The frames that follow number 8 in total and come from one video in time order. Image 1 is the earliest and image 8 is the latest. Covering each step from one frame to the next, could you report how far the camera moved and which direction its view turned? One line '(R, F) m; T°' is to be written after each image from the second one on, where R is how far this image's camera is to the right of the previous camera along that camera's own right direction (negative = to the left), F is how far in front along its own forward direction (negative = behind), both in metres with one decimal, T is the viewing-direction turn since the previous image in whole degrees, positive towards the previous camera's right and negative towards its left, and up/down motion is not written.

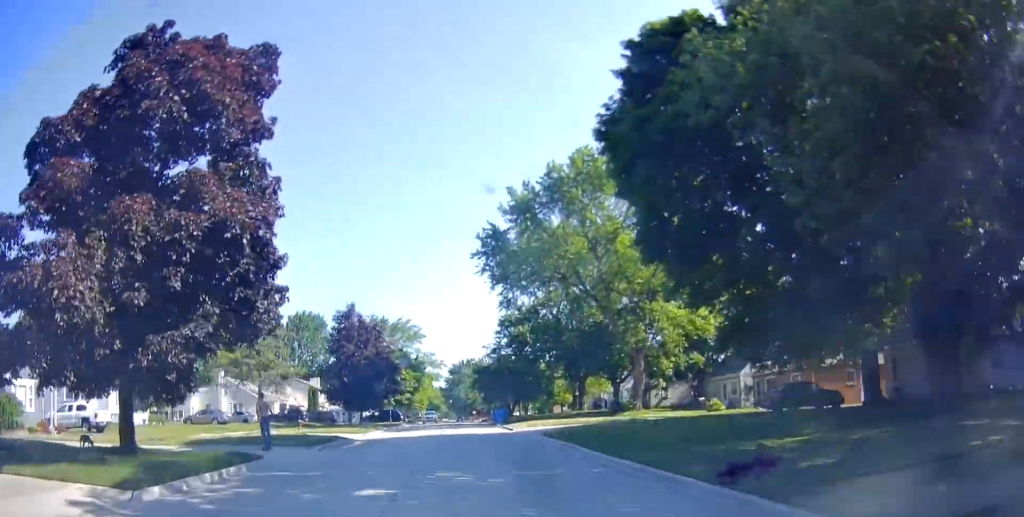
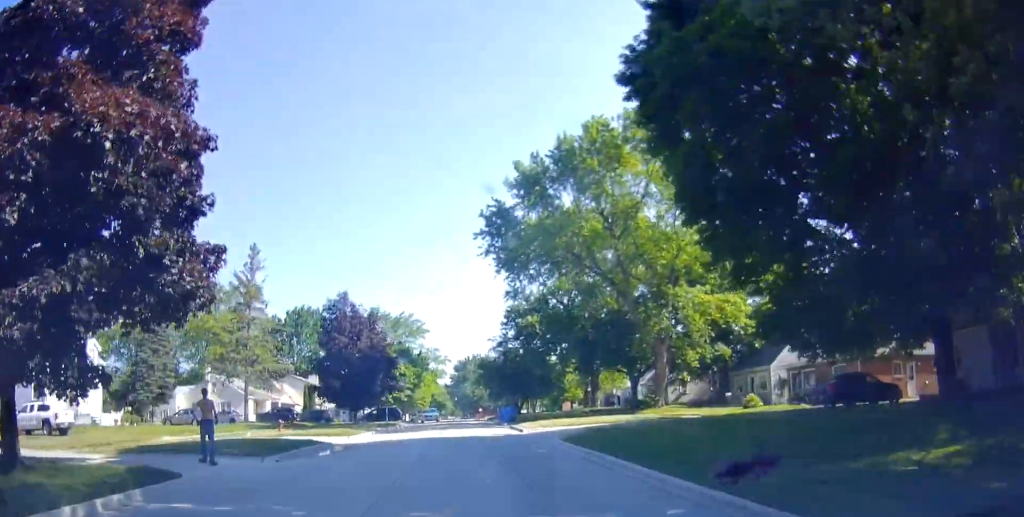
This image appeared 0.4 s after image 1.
(+0.3, +4.8) m; 0°
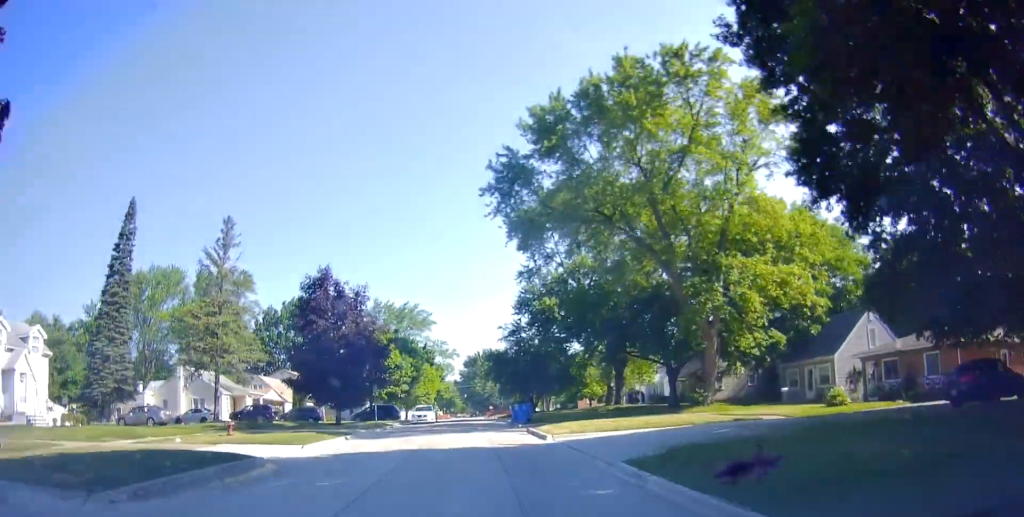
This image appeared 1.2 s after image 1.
(-0.6, +8.3) m; -3°
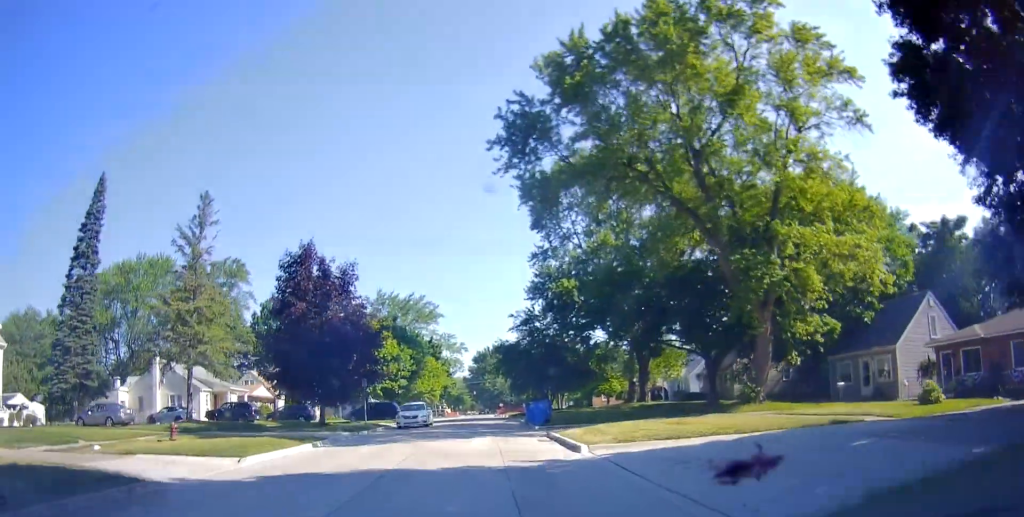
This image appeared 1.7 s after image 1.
(-0.1, +6.0) m; -1°
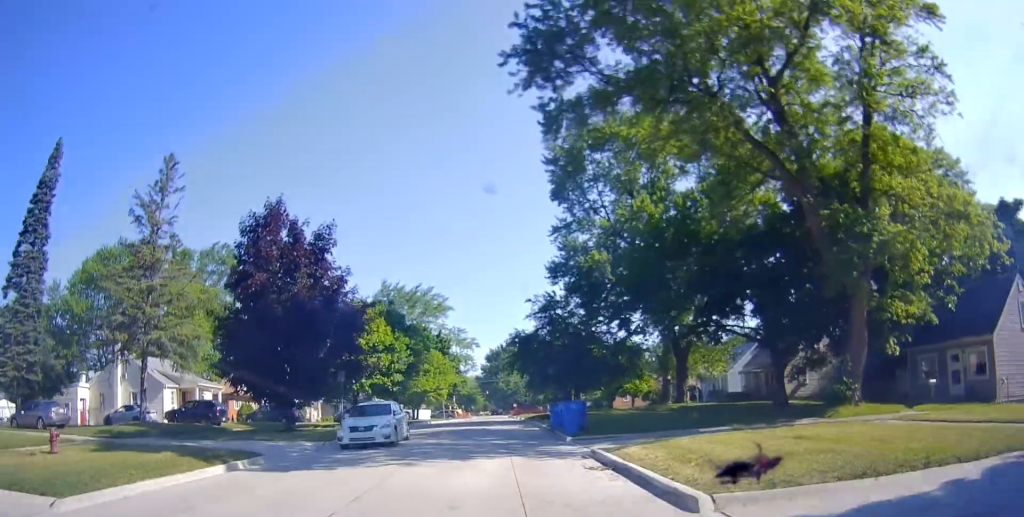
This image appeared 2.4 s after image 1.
(0.0, +7.5) m; 0°
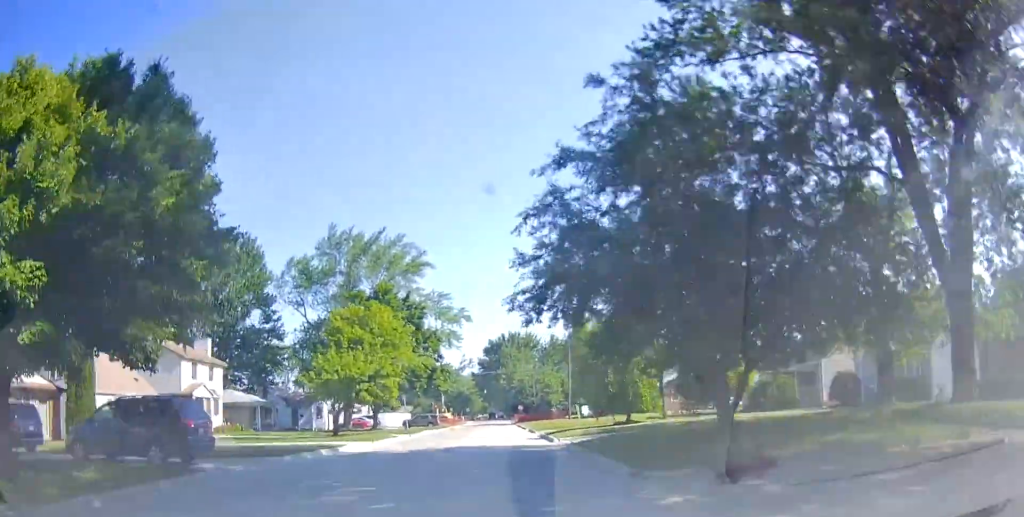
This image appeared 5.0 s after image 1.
(-1.6, +30.9) m; -2°
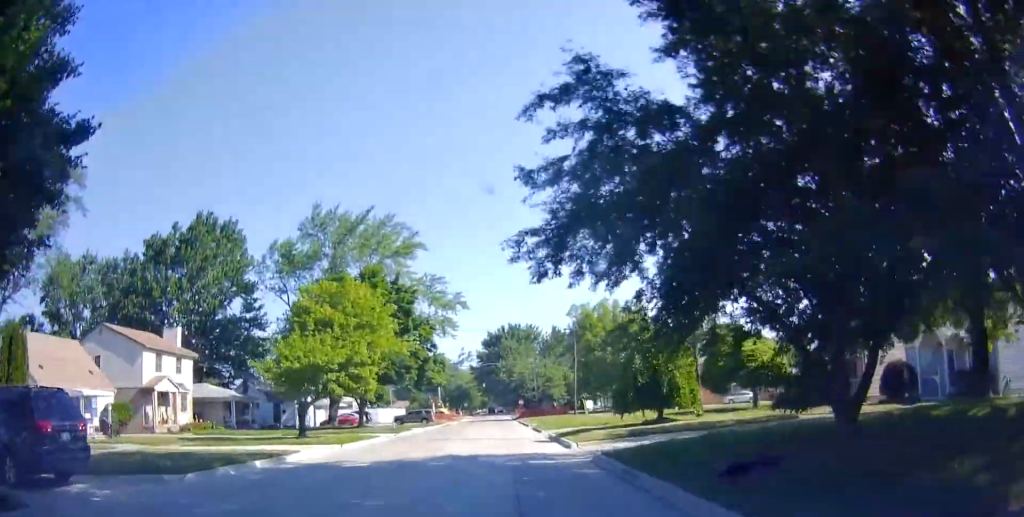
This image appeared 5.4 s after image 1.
(+0.2, +5.8) m; +2°
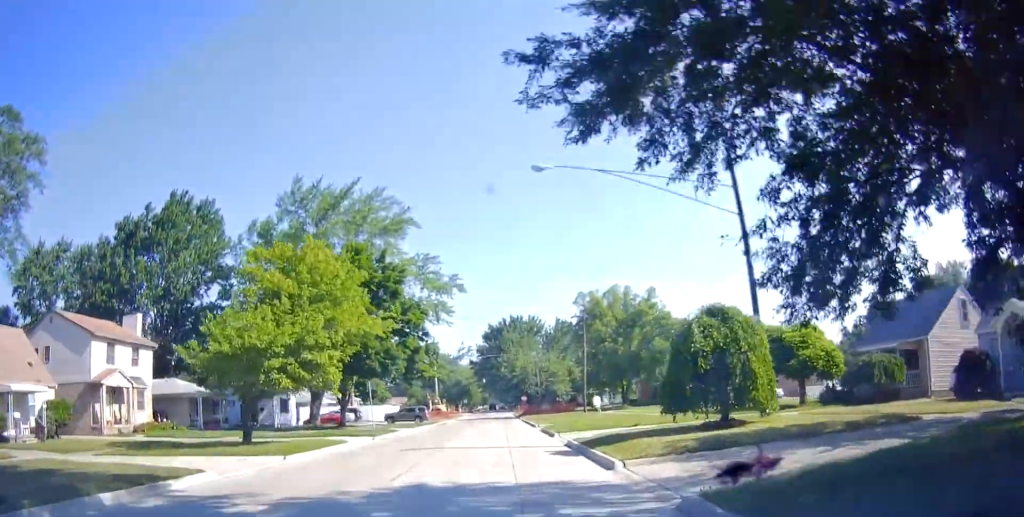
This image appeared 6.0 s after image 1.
(0.0, +6.6) m; 0°
